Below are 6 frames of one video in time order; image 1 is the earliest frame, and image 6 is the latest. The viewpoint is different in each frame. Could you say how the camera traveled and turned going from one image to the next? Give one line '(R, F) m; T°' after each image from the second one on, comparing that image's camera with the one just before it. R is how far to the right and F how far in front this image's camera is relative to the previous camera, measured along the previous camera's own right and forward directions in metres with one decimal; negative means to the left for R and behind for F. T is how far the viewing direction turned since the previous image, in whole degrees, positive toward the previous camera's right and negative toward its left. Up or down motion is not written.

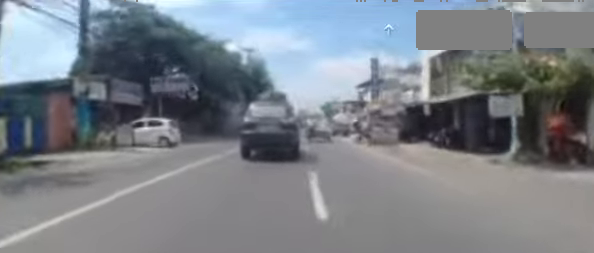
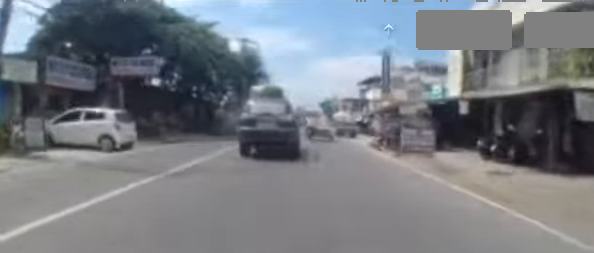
(-0.1, +4.5) m; +2°
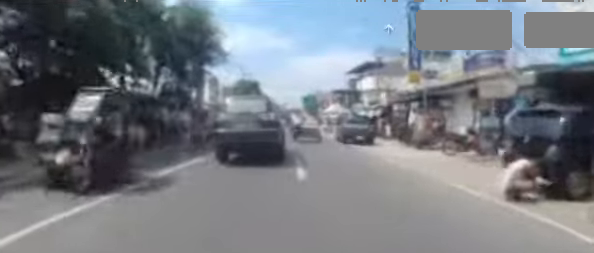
(+0.7, +10.8) m; +7°
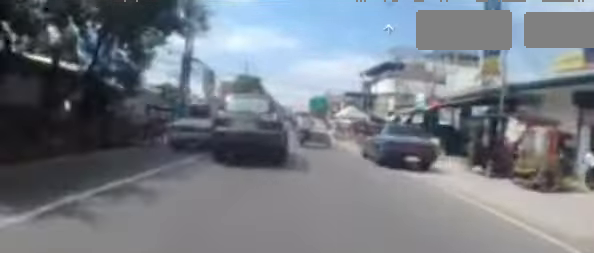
(+0.1, +6.3) m; +3°
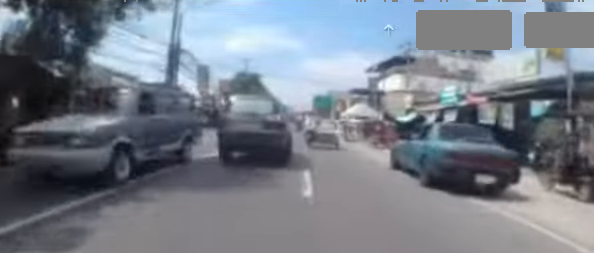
(+0.2, +3.1) m; 0°
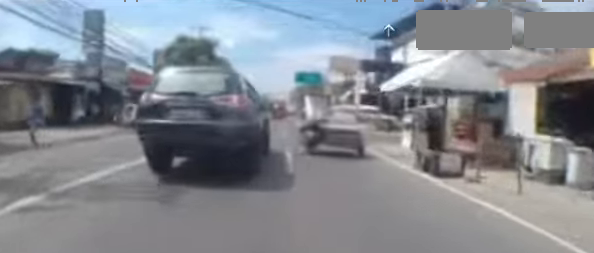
(+0.4, +14.9) m; +5°
